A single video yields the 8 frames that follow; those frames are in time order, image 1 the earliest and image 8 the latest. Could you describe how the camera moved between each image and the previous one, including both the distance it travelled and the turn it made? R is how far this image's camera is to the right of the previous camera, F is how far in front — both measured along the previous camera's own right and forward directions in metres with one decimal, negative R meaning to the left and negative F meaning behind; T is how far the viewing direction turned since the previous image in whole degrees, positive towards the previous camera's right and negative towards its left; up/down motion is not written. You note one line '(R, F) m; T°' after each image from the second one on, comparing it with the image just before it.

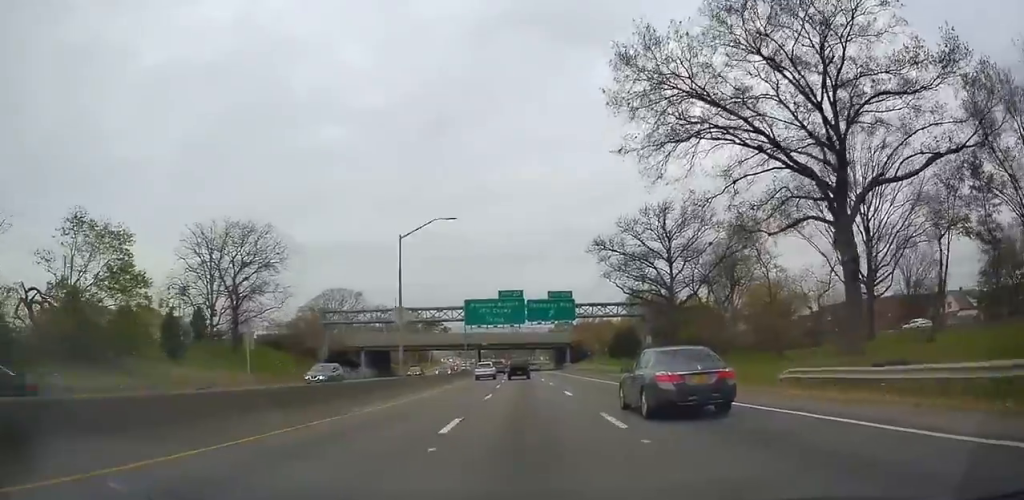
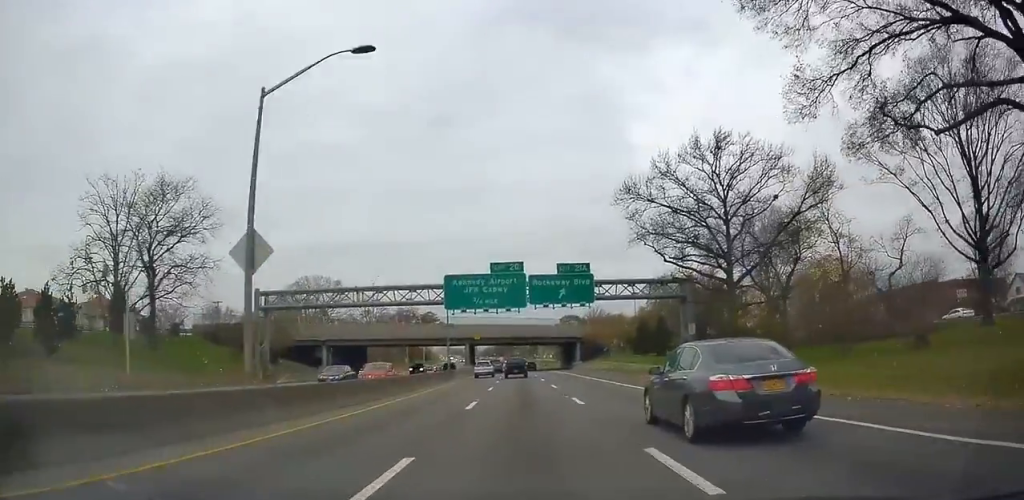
(+0.1, +17.7) m; -1°
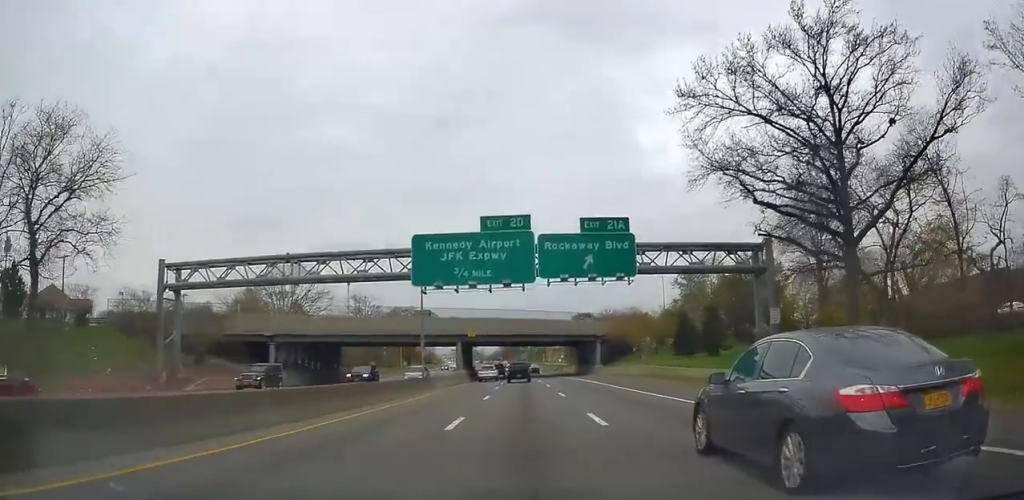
(-0.2, +16.8) m; -2°
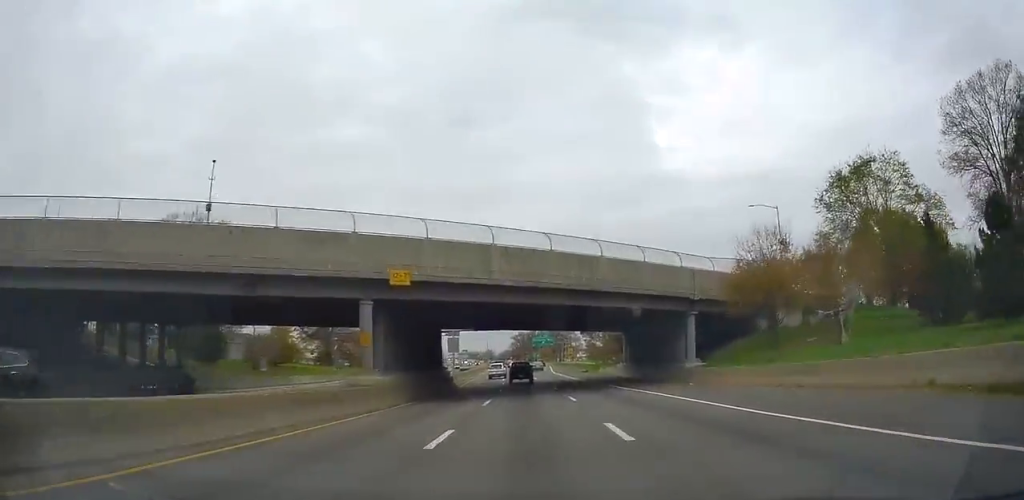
(-0.4, +38.3) m; 0°
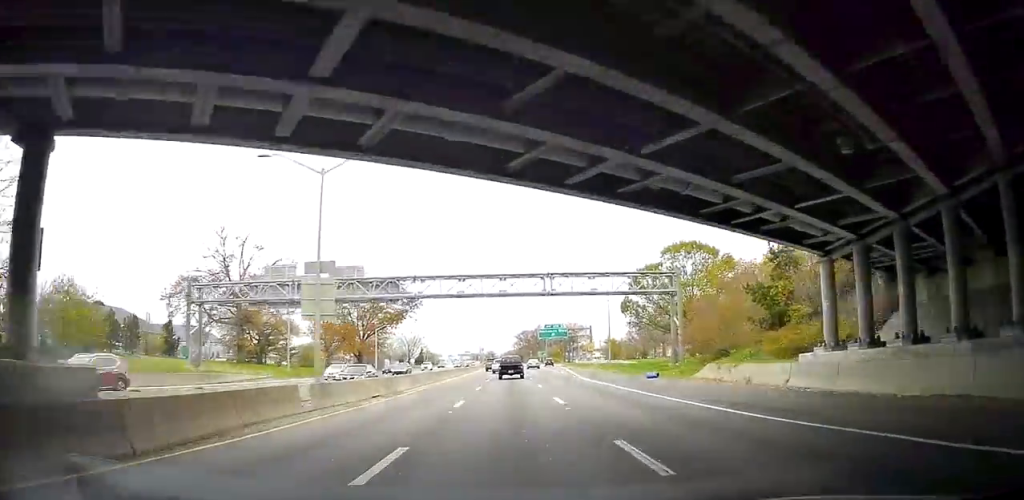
(+0.5, +39.2) m; -1°
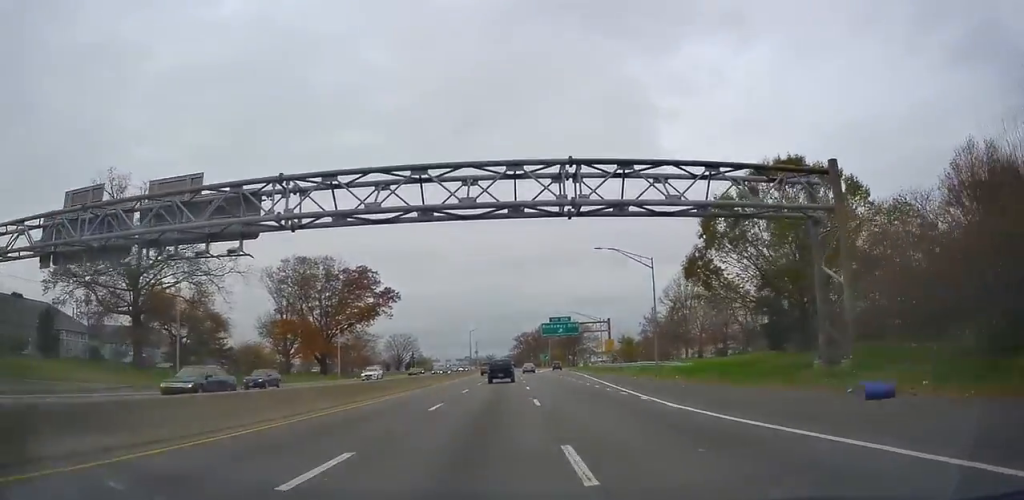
(-0.5, +23.8) m; -2°
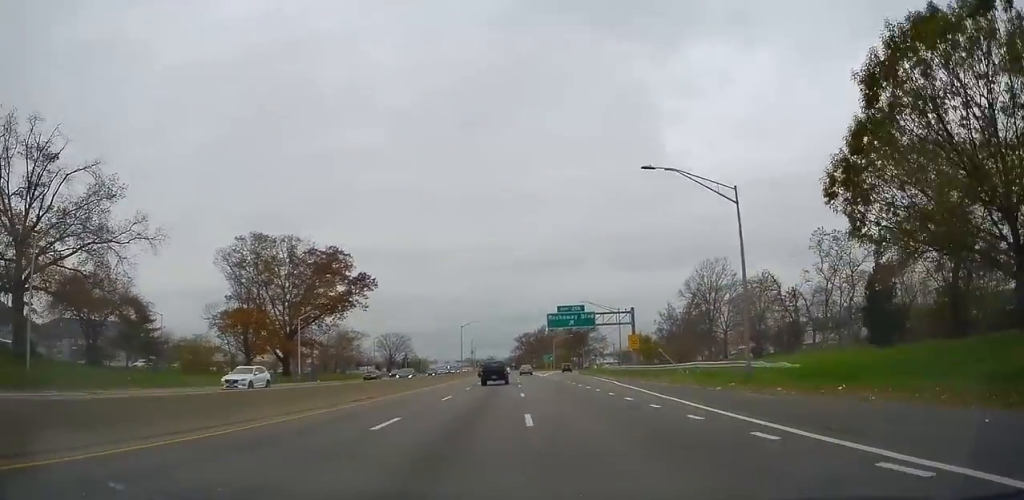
(-0.4, +17.6) m; +1°
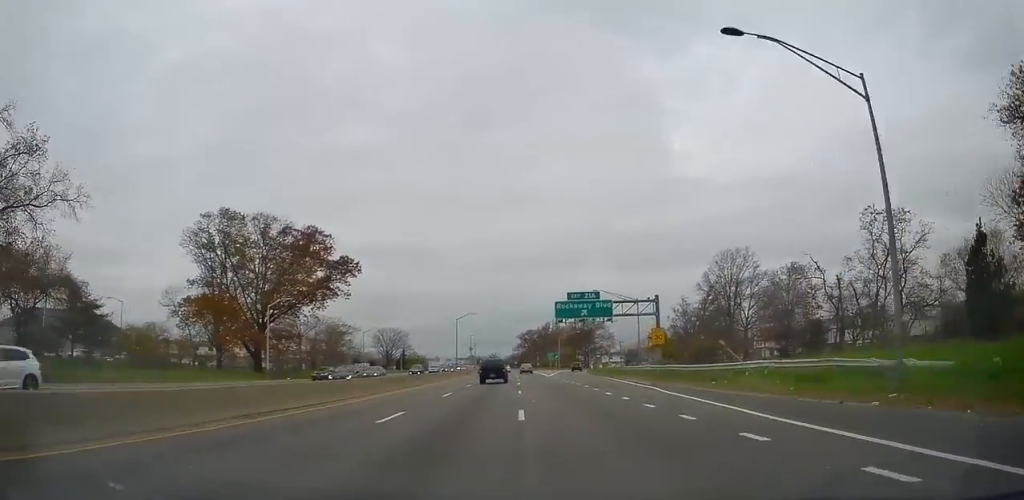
(-0.1, +10.9) m; +1°
